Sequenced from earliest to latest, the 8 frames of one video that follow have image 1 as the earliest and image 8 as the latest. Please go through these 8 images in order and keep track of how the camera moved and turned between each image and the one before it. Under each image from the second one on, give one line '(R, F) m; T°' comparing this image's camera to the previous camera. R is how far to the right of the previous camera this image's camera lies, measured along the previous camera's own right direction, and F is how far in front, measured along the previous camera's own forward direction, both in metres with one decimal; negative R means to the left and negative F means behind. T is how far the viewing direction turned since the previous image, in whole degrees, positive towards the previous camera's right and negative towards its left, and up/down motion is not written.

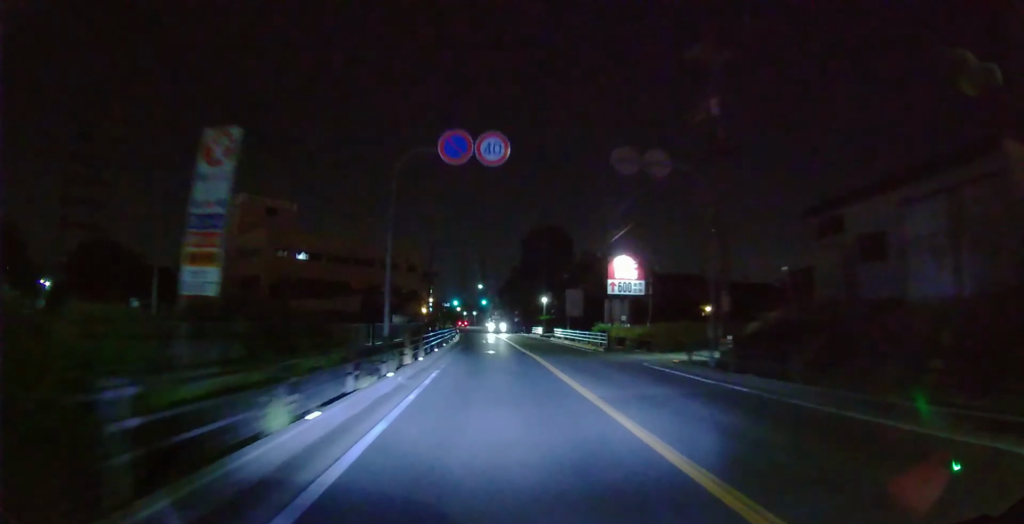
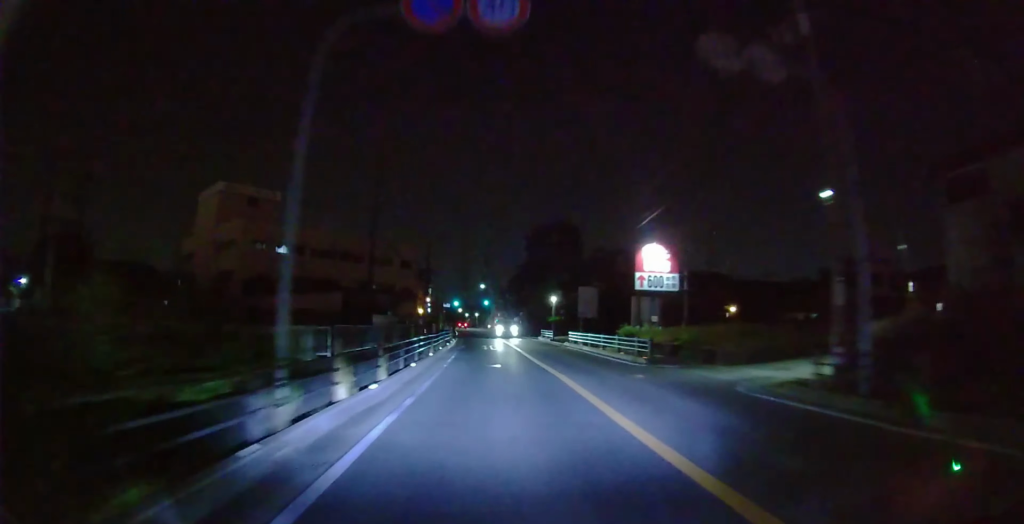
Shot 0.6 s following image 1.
(0.0, +6.9) m; 0°
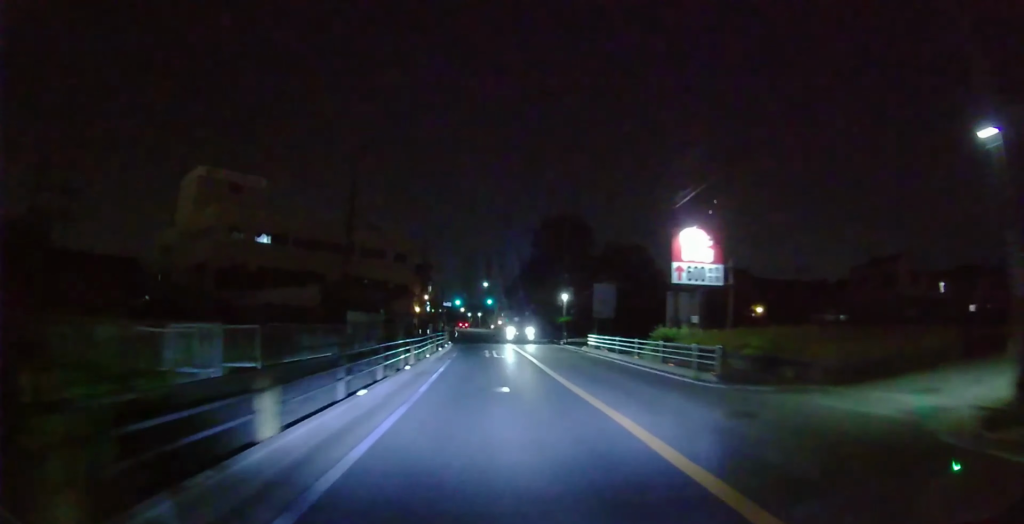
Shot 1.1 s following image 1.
(0.0, +5.8) m; 0°
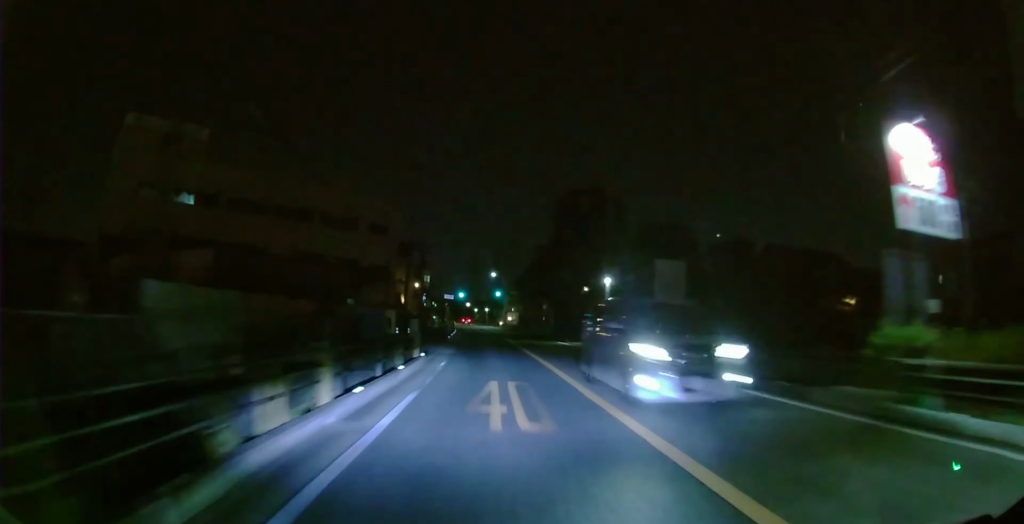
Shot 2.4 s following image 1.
(0.0, +14.8) m; 0°
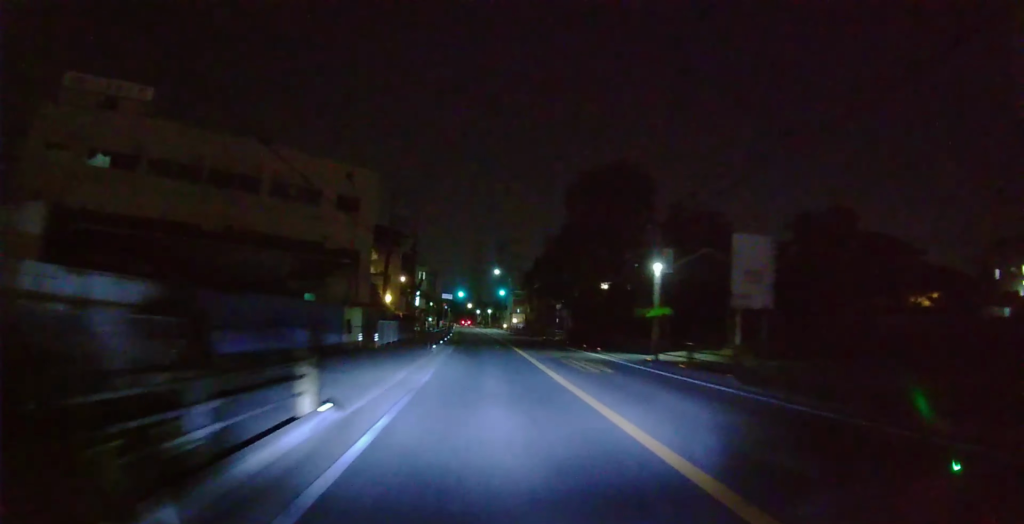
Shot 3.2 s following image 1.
(0.0, +9.6) m; 0°
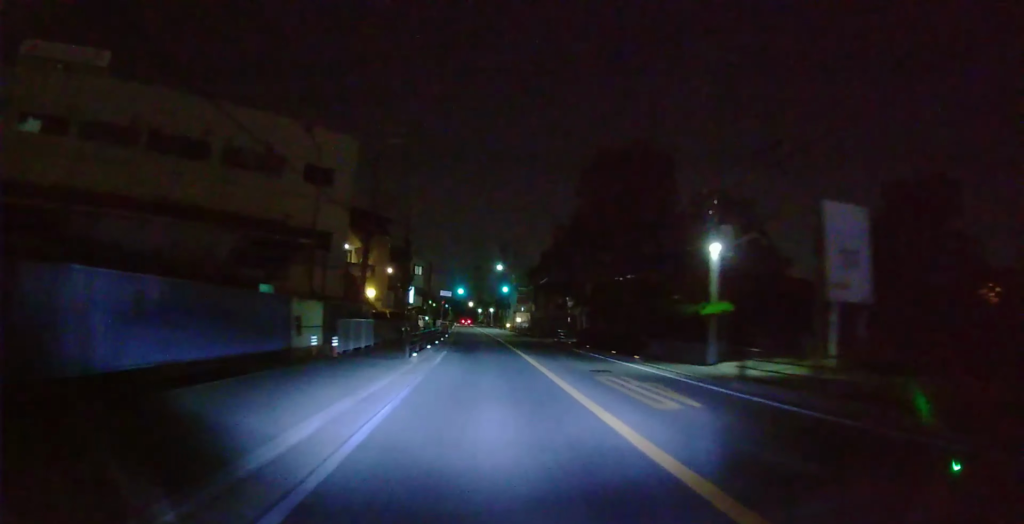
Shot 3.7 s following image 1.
(0.0, +6.5) m; 0°
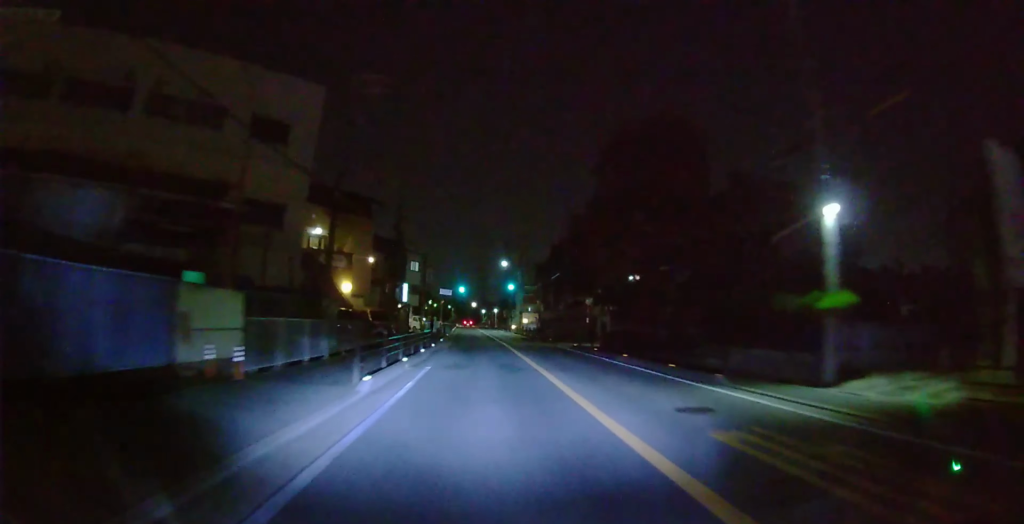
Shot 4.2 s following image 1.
(0.0, +6.7) m; 0°
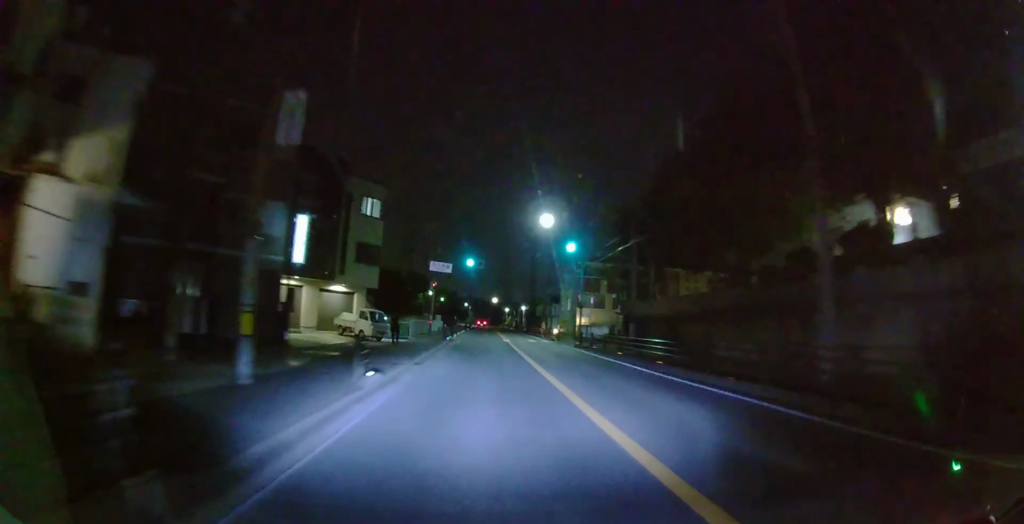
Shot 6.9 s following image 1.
(0.0, +33.8) m; 0°
